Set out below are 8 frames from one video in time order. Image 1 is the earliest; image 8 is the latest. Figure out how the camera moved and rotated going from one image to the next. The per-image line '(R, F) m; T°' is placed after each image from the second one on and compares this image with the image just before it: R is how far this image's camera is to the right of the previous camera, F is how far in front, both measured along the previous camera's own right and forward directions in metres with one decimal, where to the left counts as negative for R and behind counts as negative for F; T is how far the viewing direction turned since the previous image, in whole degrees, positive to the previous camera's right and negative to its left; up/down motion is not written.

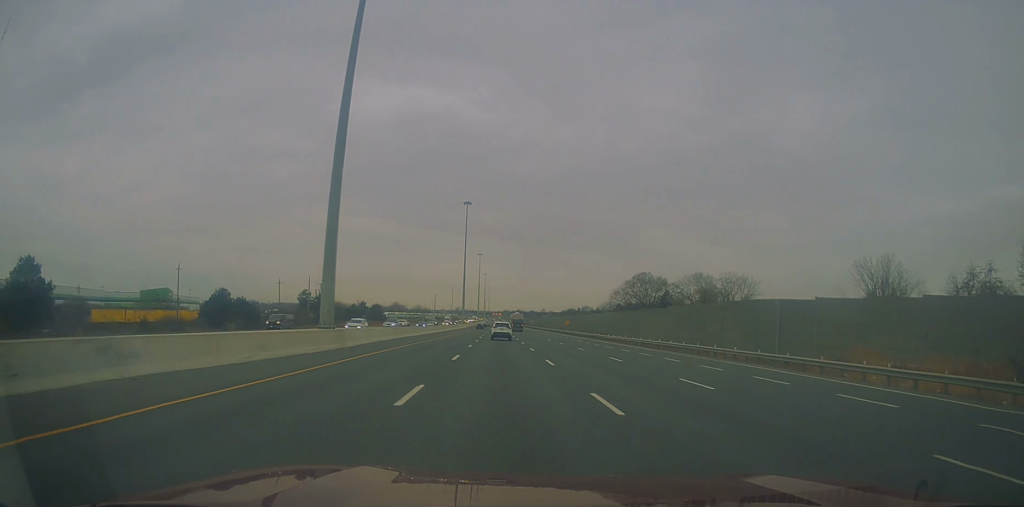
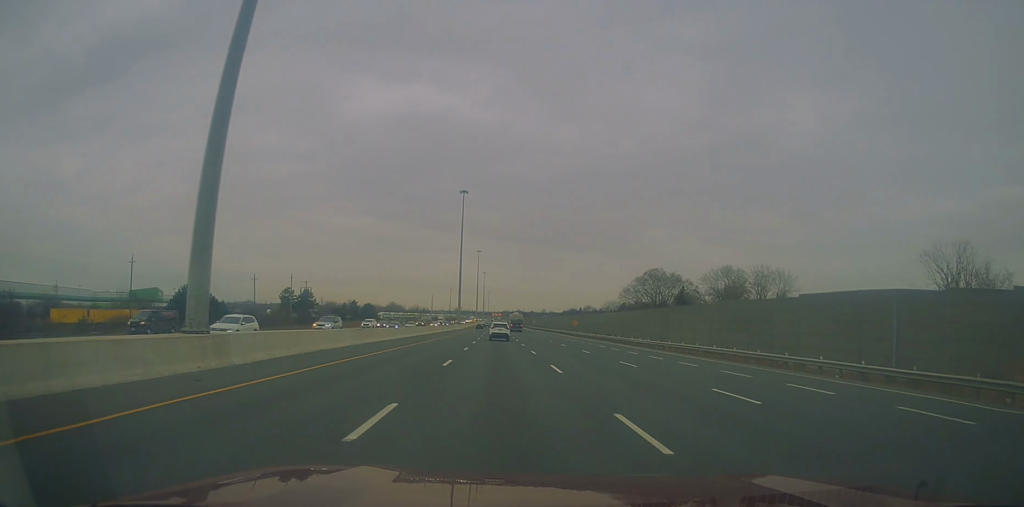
(-0.1, +15.2) m; 0°
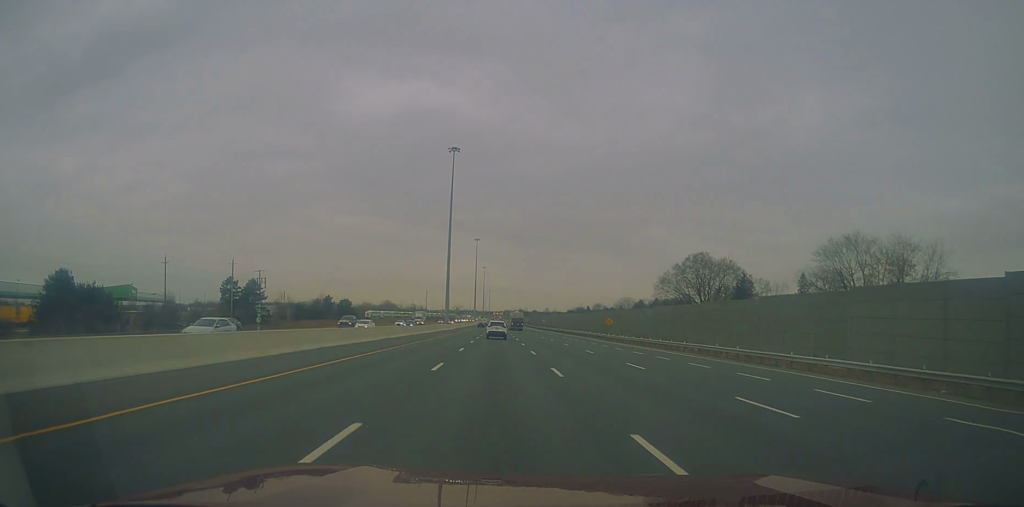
(+0.4, +38.7) m; 0°
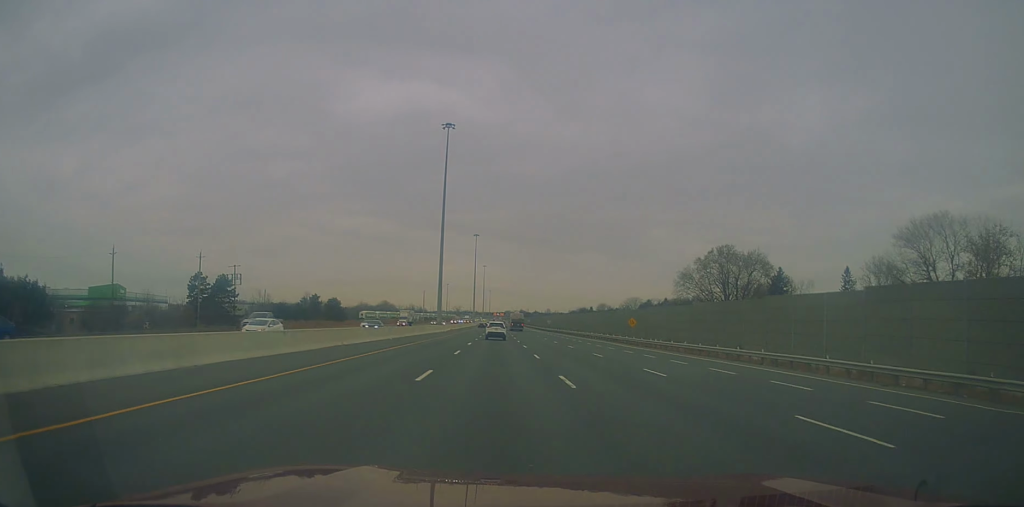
(+0.4, +15.3) m; 0°
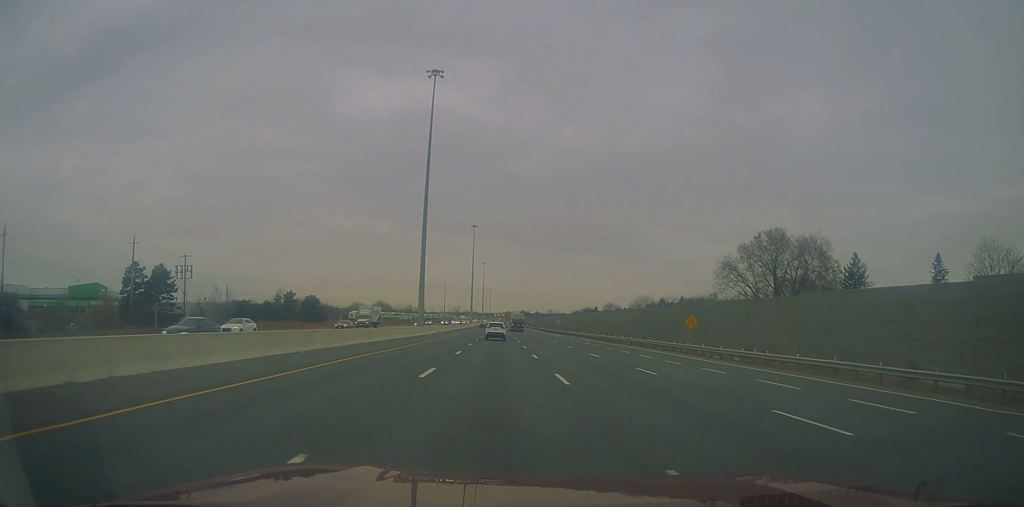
(-0.8, +23.4) m; -1°
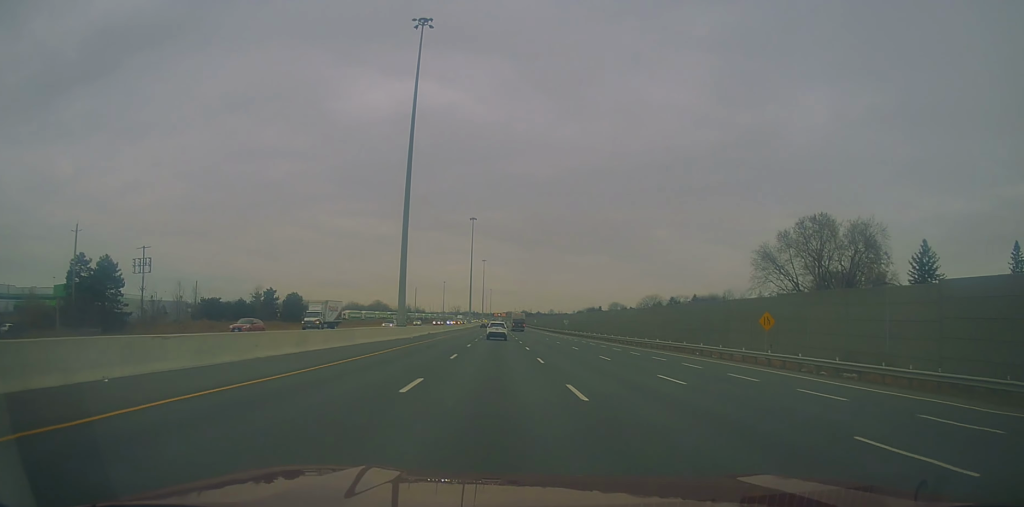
(-0.1, +15.3) m; 0°
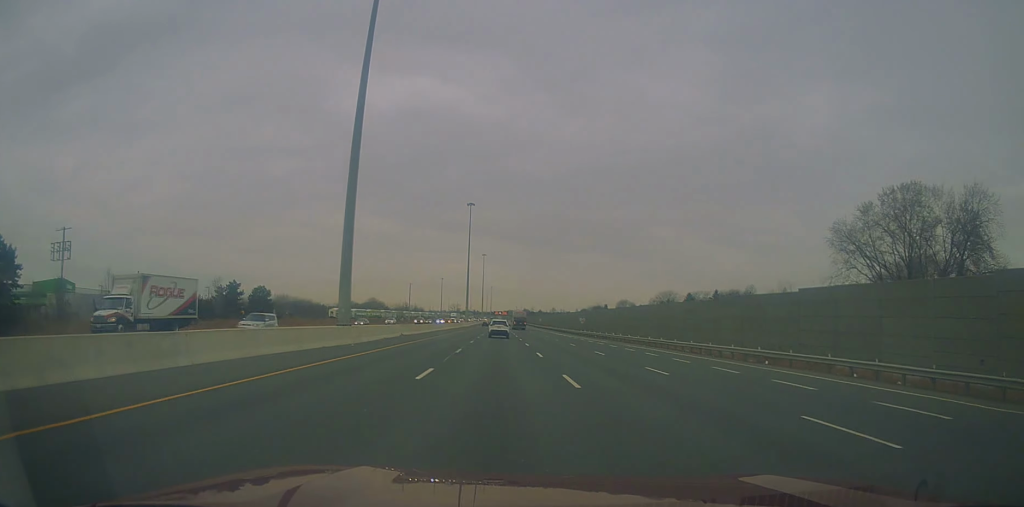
(+0.3, +22.5) m; +1°
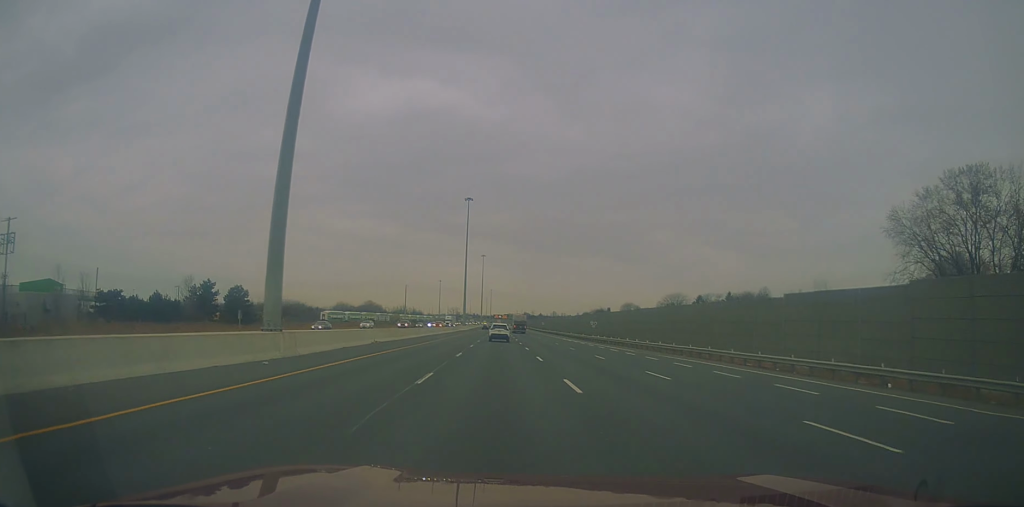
(0.0, +12.3) m; 0°
